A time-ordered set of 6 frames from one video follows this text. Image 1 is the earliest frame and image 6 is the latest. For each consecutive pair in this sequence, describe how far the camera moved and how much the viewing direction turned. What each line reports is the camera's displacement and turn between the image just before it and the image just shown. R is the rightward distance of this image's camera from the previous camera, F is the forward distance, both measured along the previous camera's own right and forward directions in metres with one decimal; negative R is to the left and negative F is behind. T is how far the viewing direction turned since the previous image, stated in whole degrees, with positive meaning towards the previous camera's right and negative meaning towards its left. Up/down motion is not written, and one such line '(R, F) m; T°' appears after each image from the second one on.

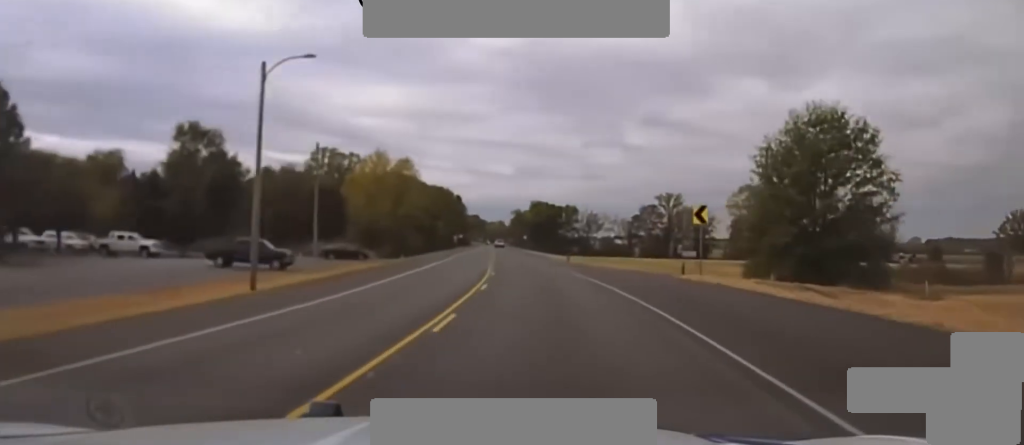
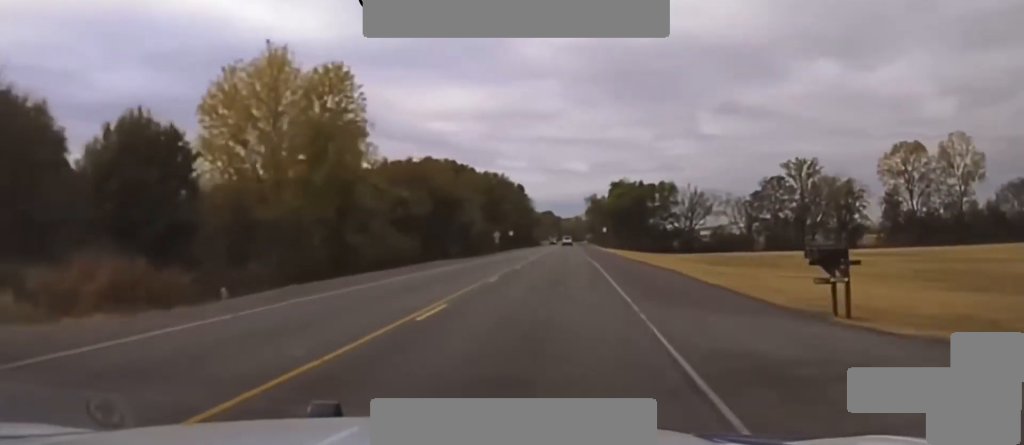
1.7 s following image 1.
(-2.7, +66.7) m; -5°
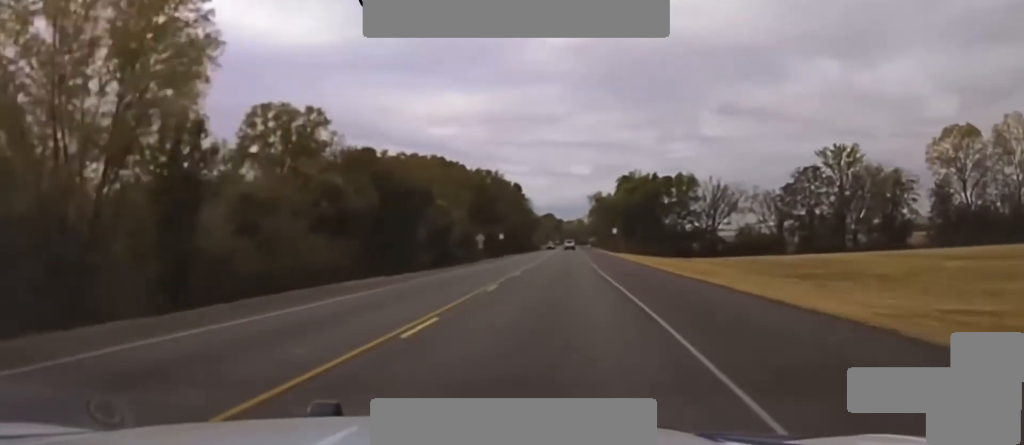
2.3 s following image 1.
(-0.5, +25.8) m; 0°
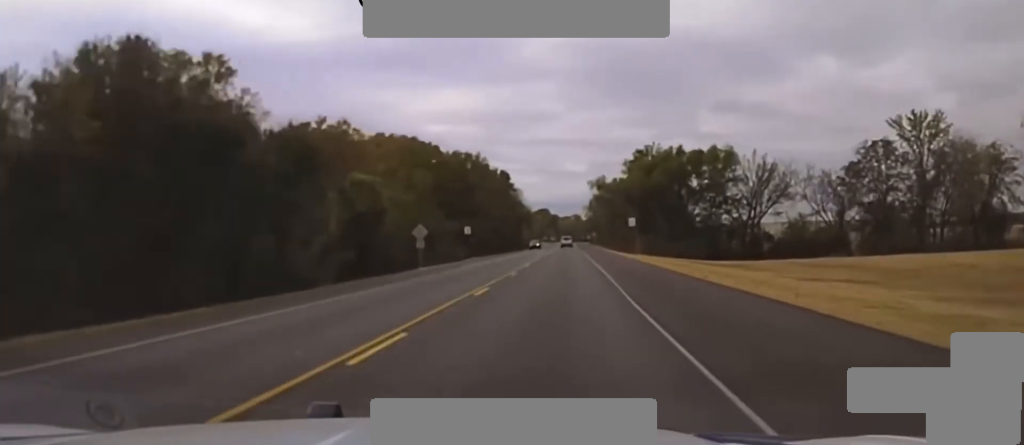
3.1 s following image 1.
(-0.2, +37.1) m; 0°
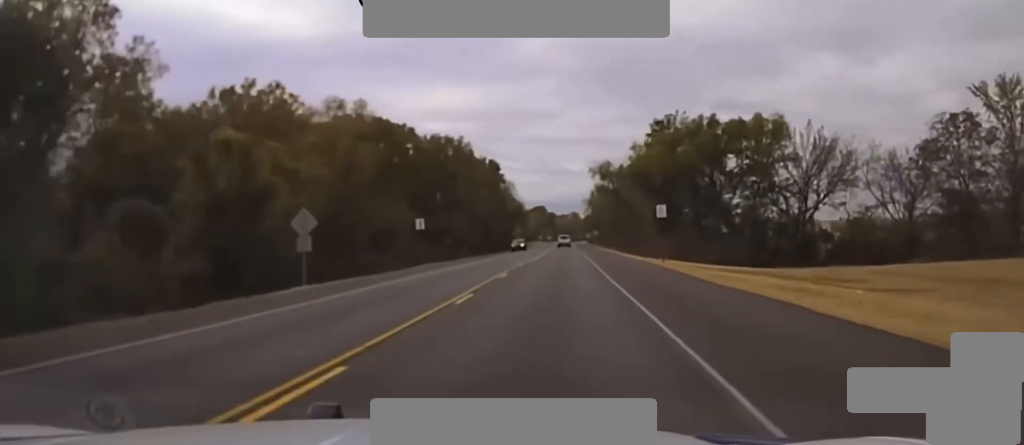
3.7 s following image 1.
(+0.2, +27.6) m; 0°
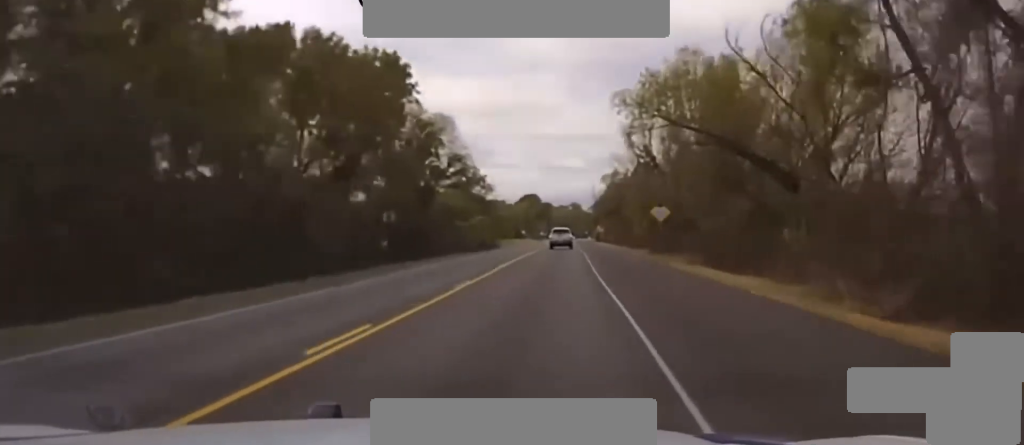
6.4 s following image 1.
(0.0, +134.2) m; 0°
